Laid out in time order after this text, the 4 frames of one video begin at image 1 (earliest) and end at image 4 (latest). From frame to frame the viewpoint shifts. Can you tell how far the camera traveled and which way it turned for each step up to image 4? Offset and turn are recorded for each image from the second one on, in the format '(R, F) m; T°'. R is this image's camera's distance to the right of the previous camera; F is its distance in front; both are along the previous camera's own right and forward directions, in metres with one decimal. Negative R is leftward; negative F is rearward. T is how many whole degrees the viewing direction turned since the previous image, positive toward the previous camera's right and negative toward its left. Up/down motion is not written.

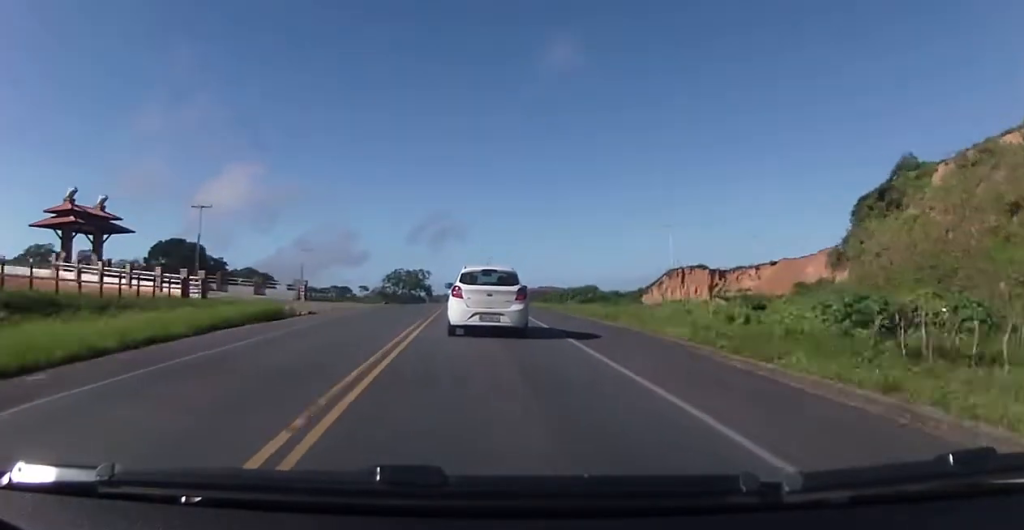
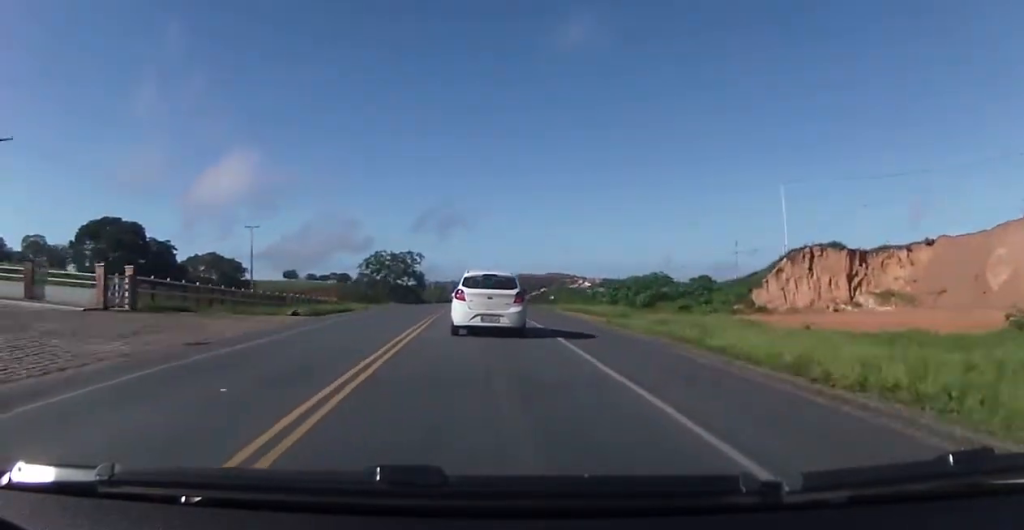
(-0.4, +35.3) m; -2°
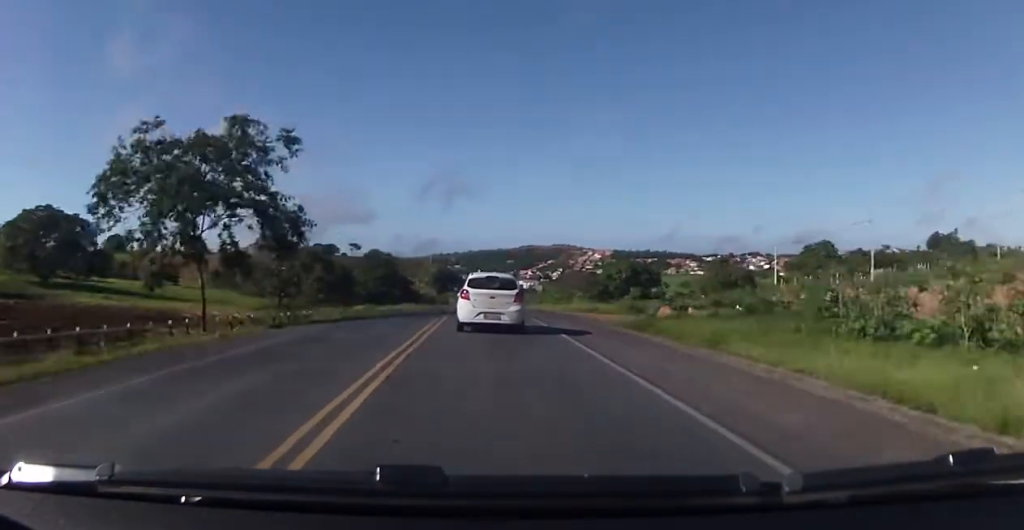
(-1.4, +72.3) m; -2°
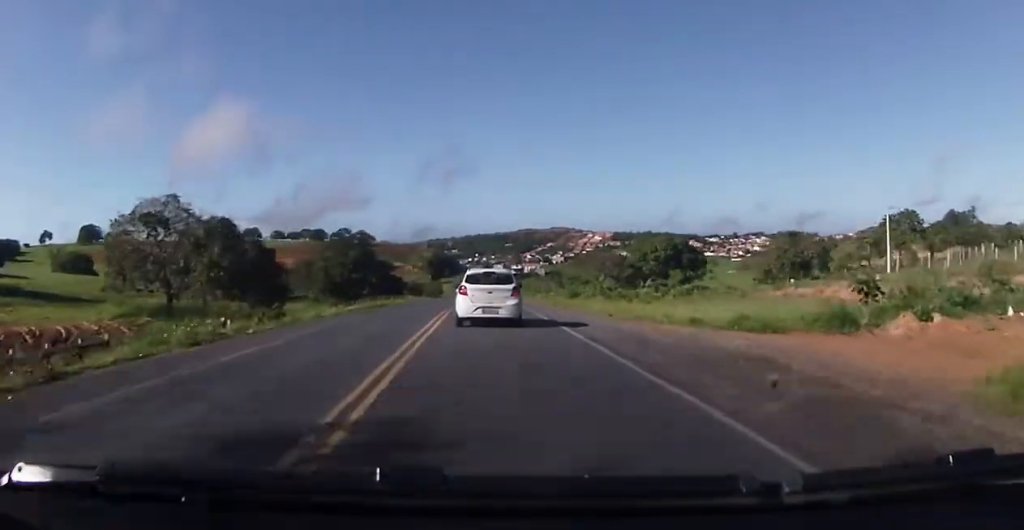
(+0.4, +29.6) m; -1°
